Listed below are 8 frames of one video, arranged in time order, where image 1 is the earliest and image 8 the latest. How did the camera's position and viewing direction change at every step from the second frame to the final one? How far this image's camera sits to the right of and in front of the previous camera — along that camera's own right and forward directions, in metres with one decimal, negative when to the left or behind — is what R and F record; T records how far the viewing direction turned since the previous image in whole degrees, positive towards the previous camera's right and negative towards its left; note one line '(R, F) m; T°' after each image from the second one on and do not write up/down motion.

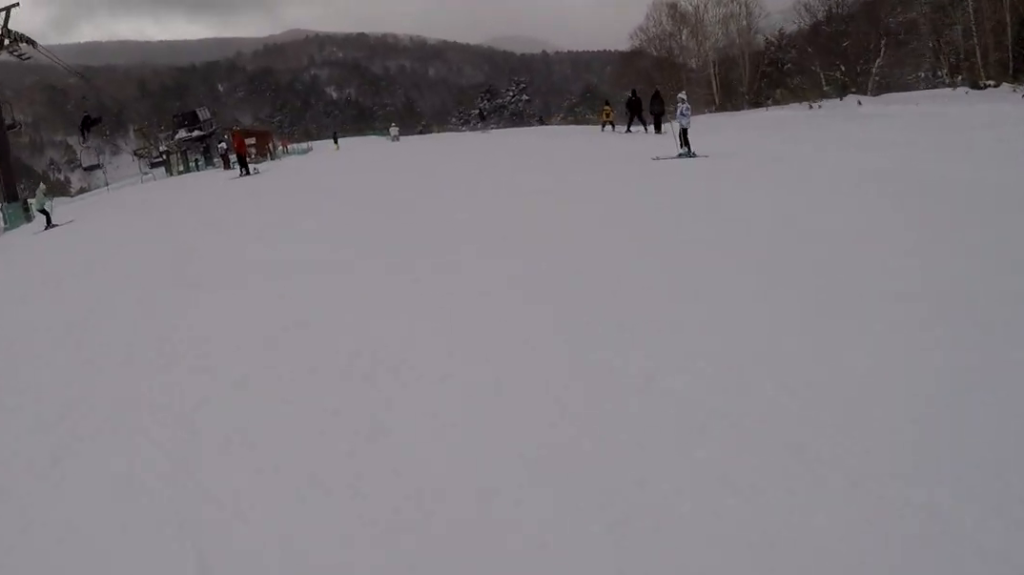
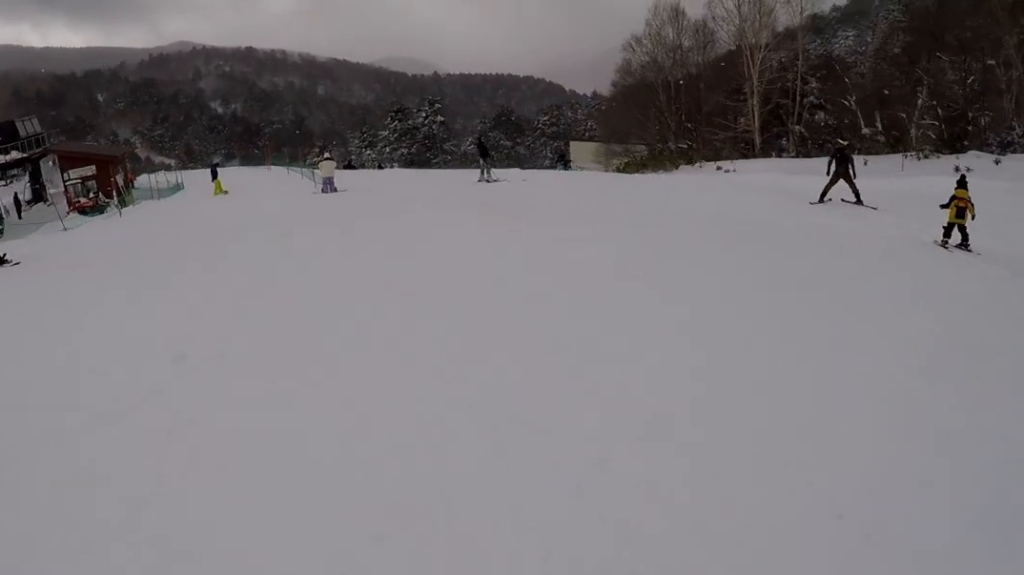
(+1.5, +19.4) m; +11°
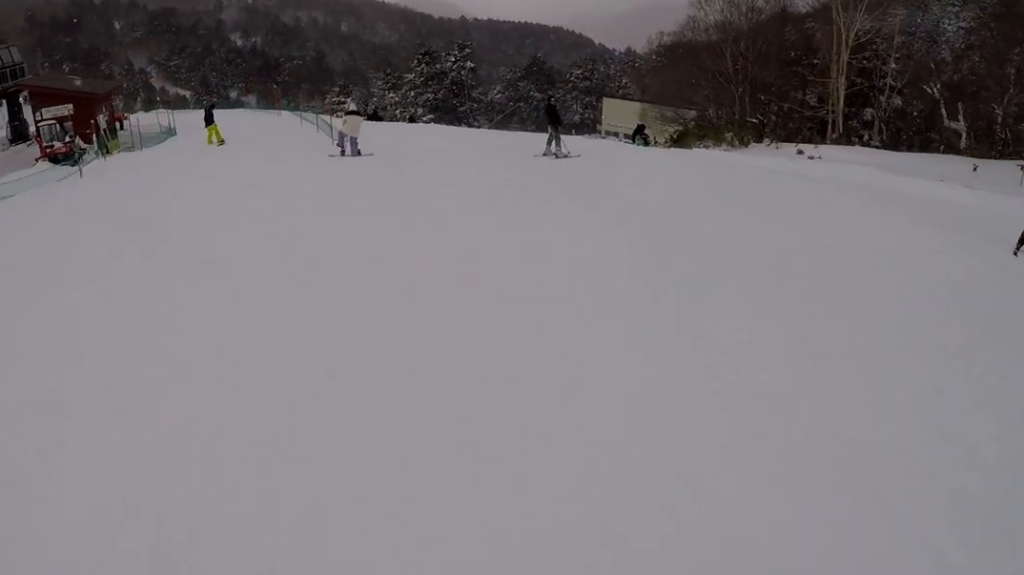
(+0.2, +5.8) m; -1°
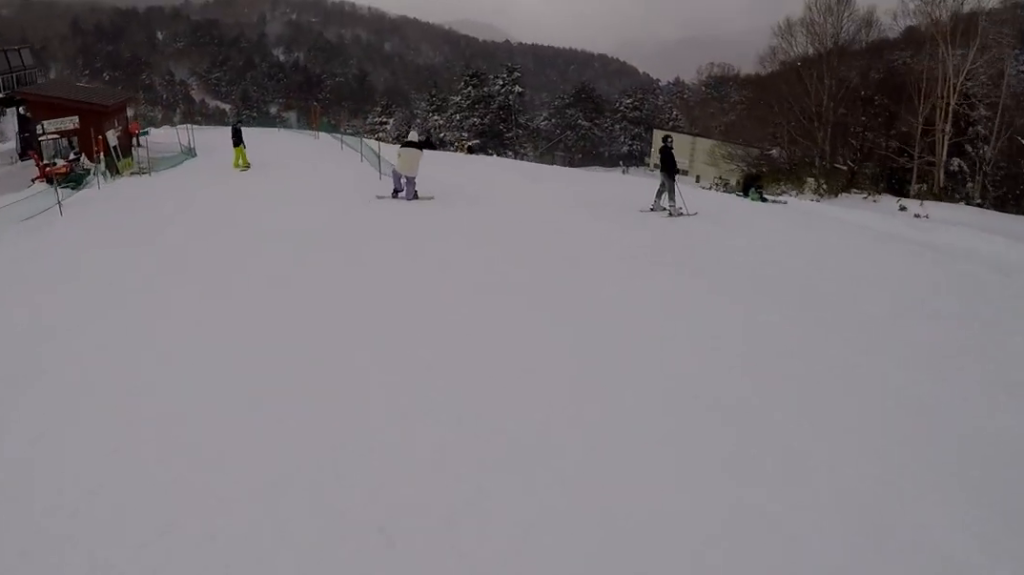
(-0.1, +4.8) m; -5°
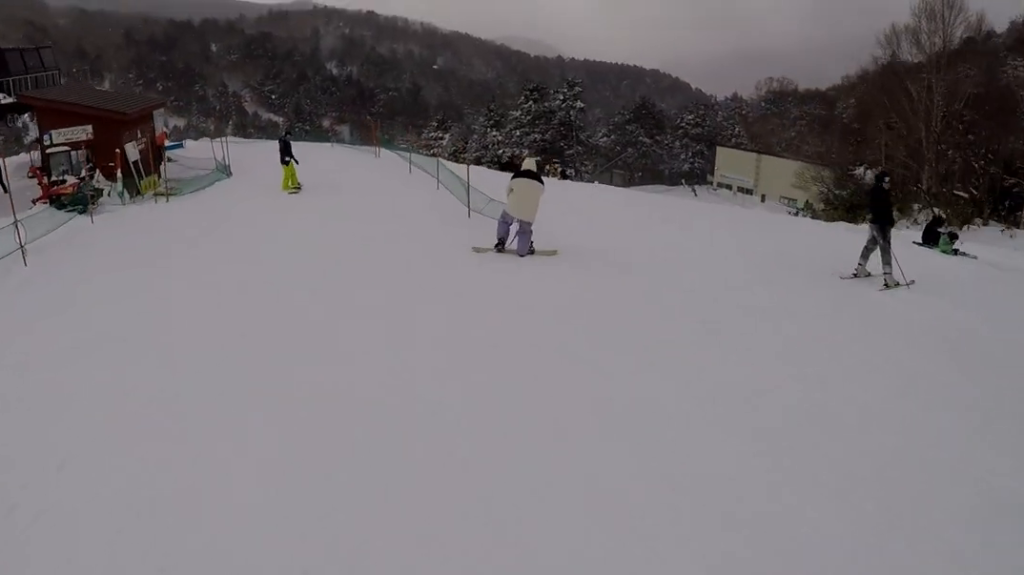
(-0.4, +5.0) m; -1°
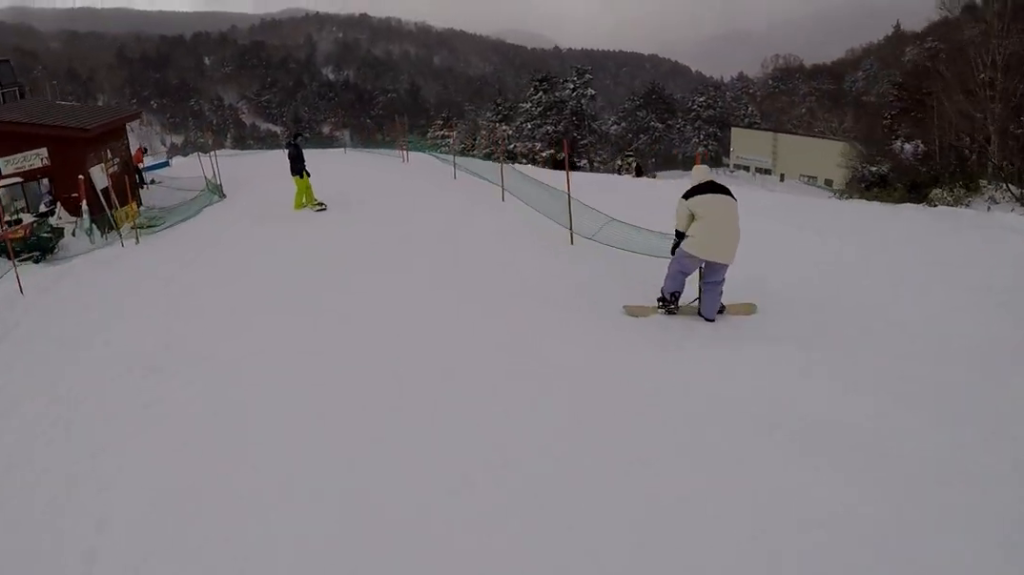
(-0.4, +4.4) m; +3°
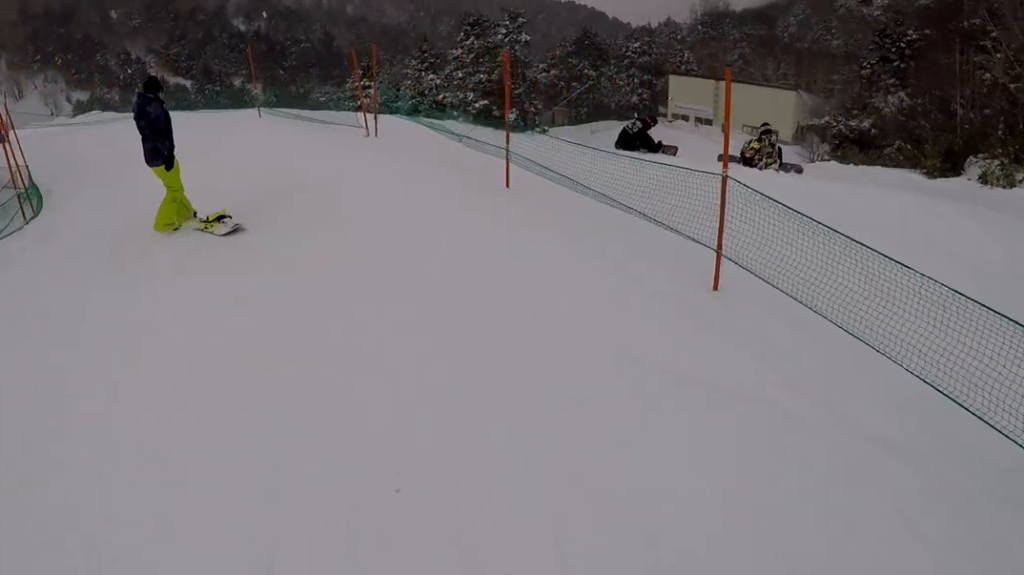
(+1.2, +7.4) m; +6°
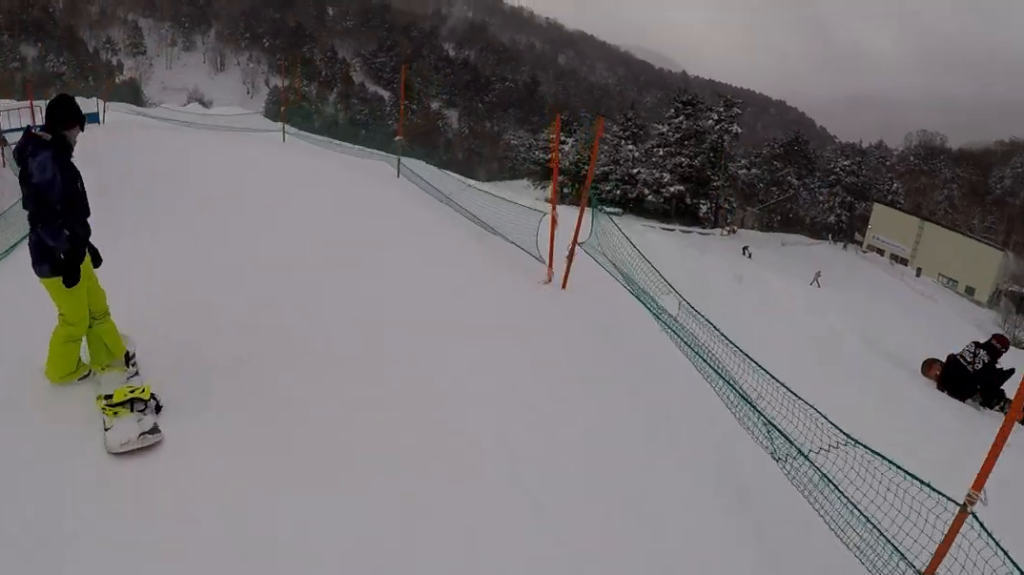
(+0.1, +4.1) m; -8°
